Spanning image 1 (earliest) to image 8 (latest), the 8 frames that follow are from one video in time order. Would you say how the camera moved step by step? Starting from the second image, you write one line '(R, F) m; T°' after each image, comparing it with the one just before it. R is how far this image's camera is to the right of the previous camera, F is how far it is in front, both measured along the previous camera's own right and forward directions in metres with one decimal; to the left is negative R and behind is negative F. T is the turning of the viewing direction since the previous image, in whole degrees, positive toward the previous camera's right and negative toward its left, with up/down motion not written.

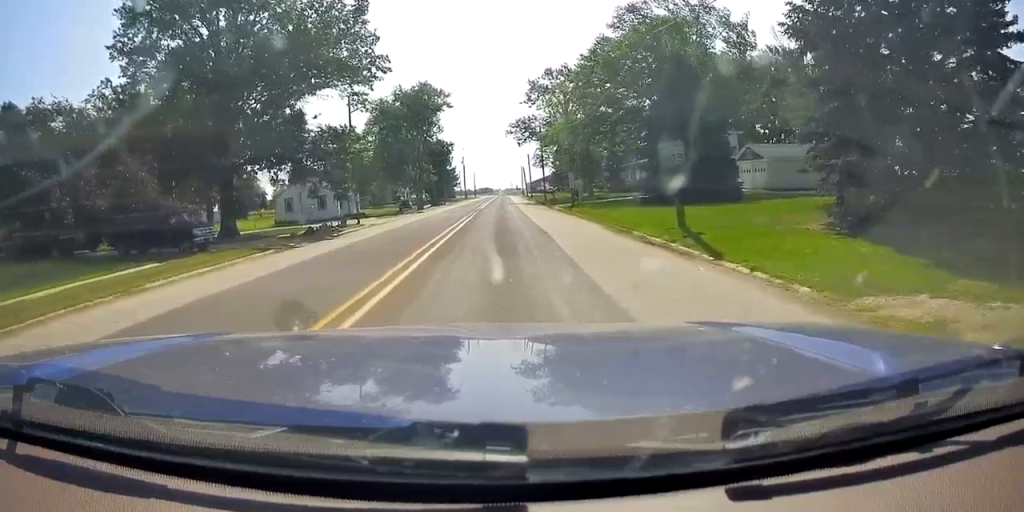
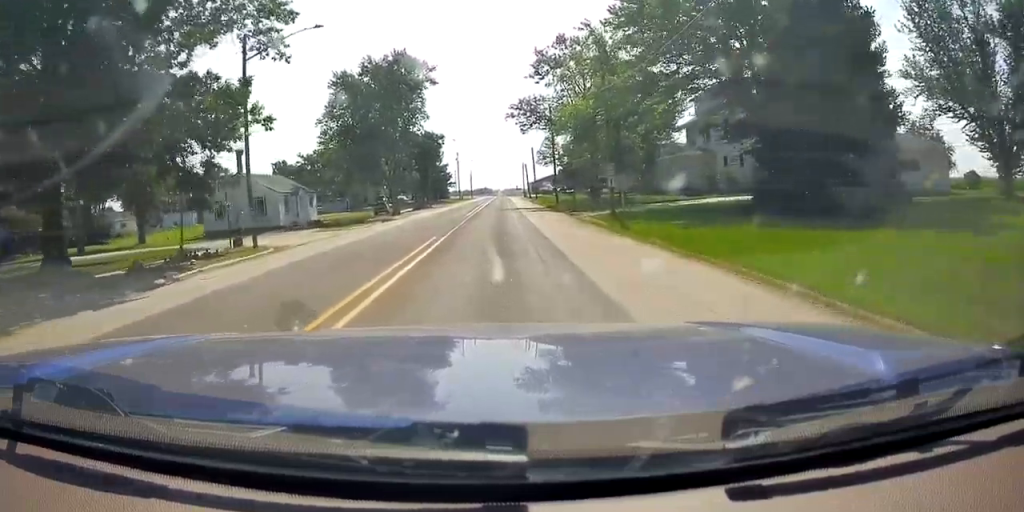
(0.0, +17.8) m; 0°
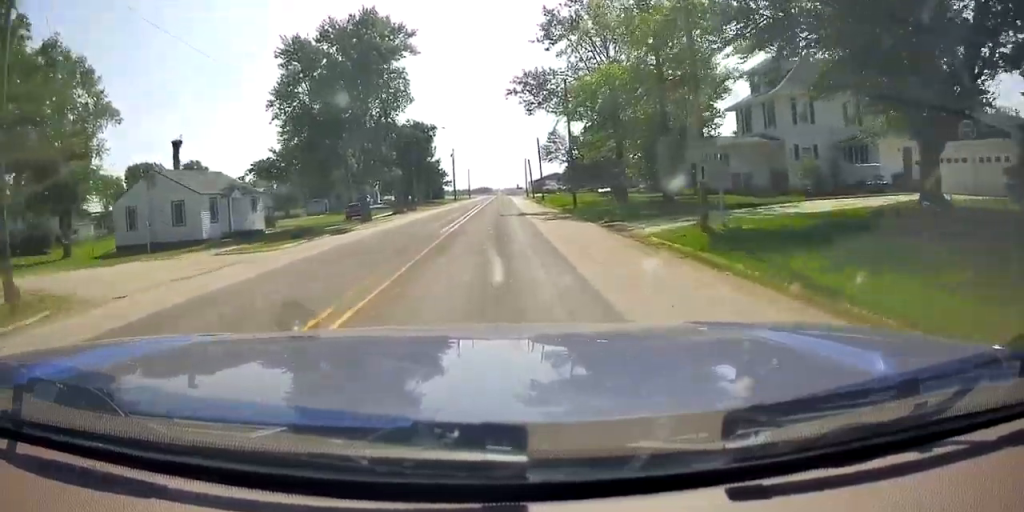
(0.0, +14.0) m; 0°
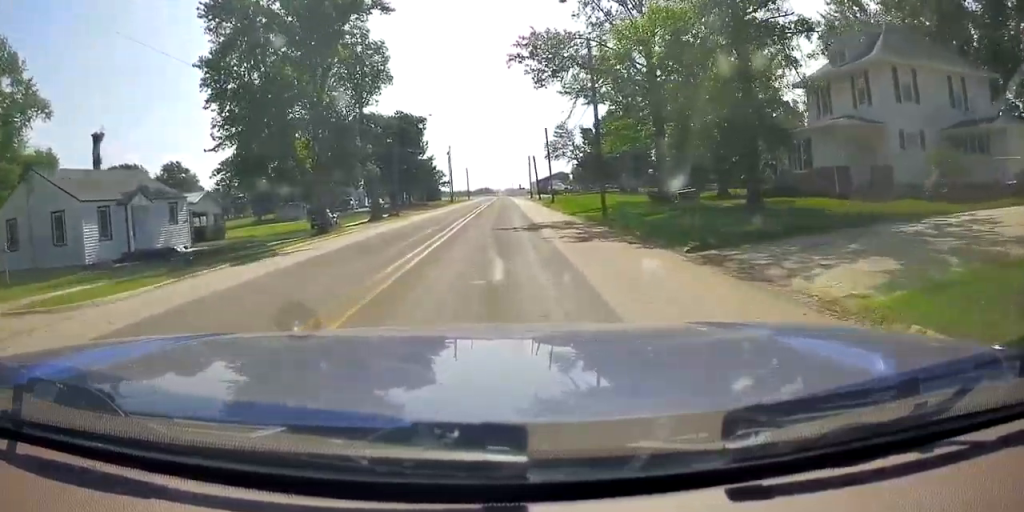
(0.0, +12.2) m; 0°
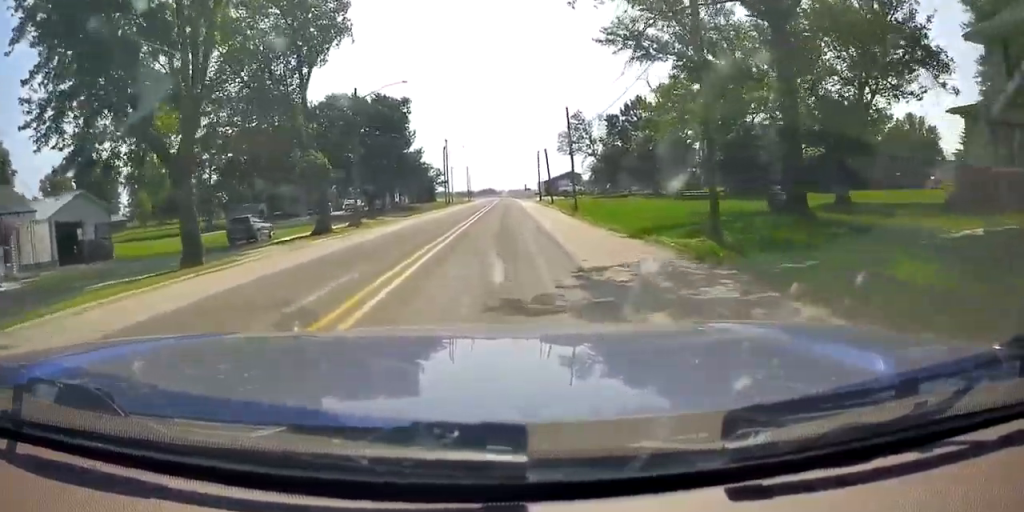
(0.0, +16.5) m; 0°
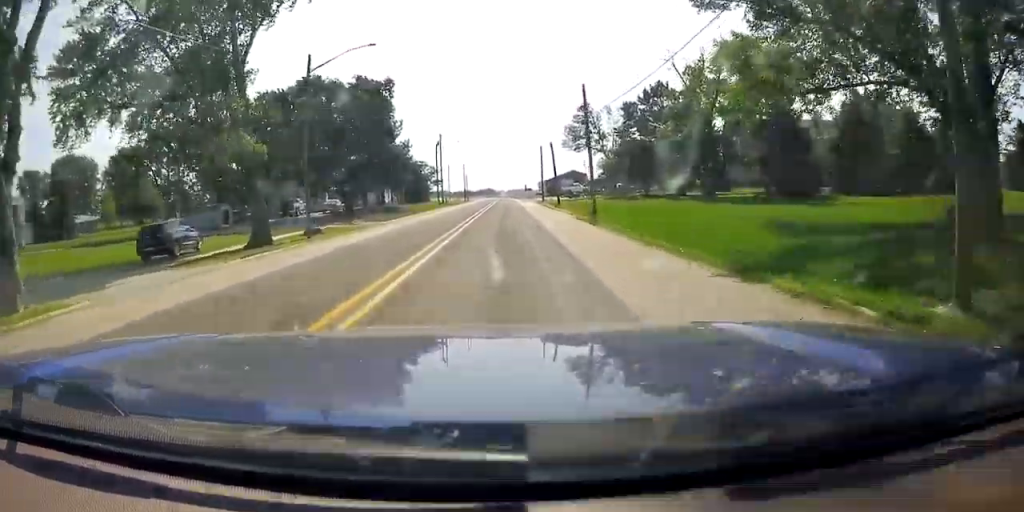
(0.0, +9.4) m; 0°
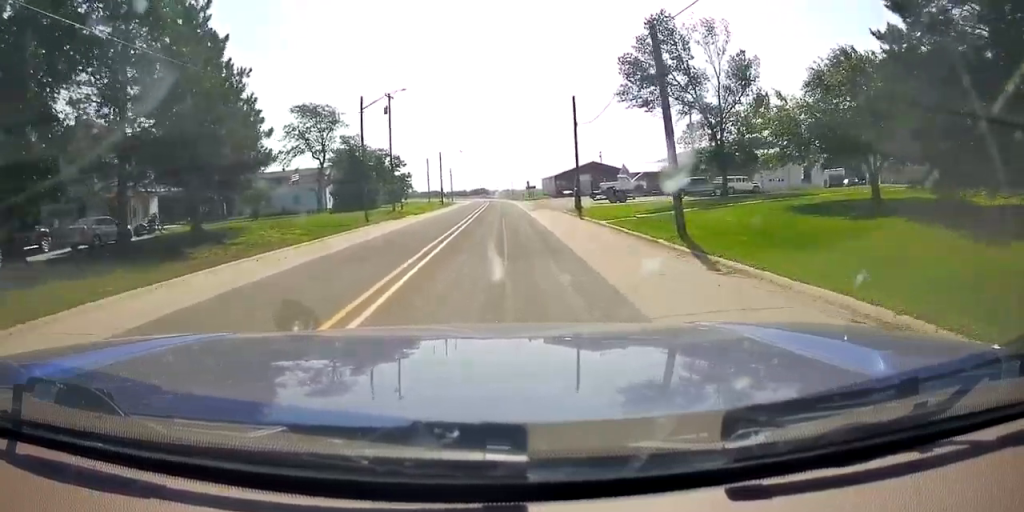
(0.0, +42.0) m; 0°
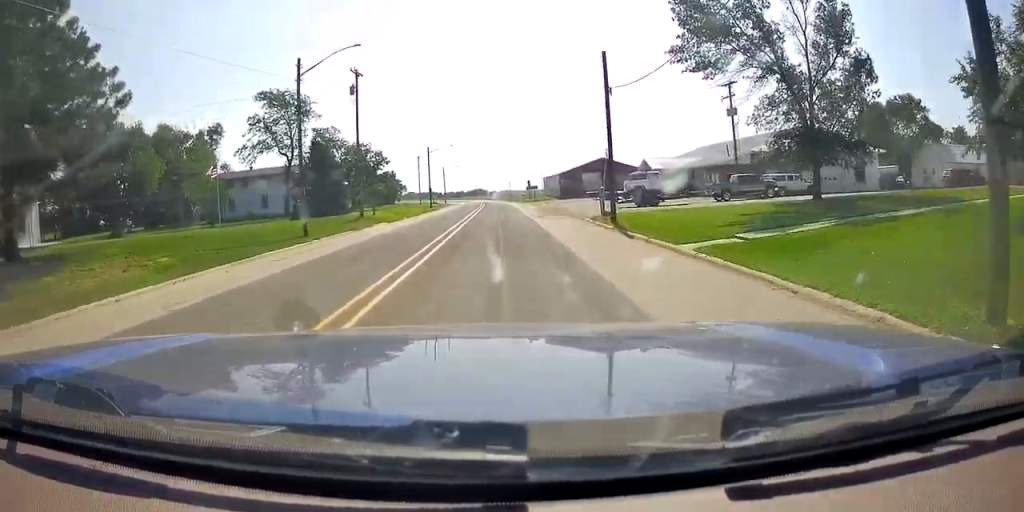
(0.0, +12.7) m; 0°
